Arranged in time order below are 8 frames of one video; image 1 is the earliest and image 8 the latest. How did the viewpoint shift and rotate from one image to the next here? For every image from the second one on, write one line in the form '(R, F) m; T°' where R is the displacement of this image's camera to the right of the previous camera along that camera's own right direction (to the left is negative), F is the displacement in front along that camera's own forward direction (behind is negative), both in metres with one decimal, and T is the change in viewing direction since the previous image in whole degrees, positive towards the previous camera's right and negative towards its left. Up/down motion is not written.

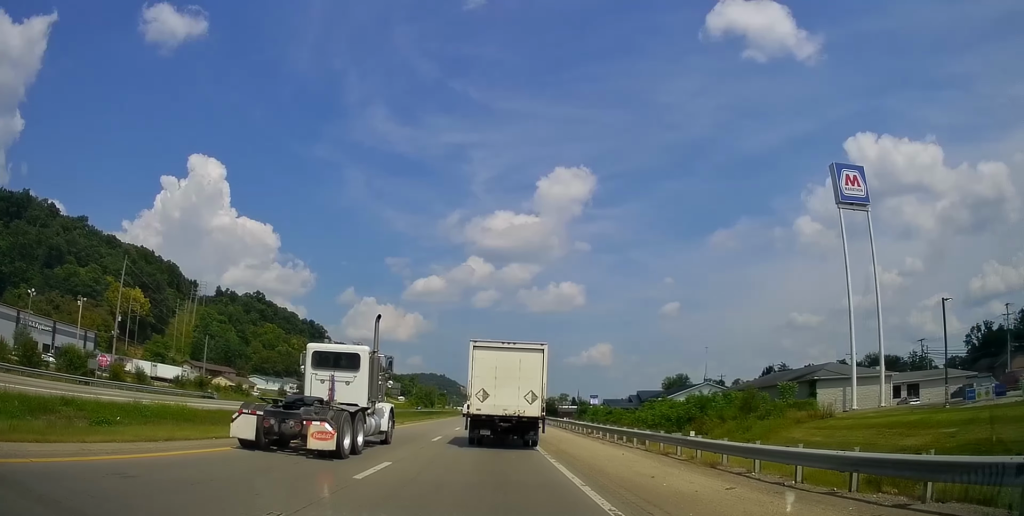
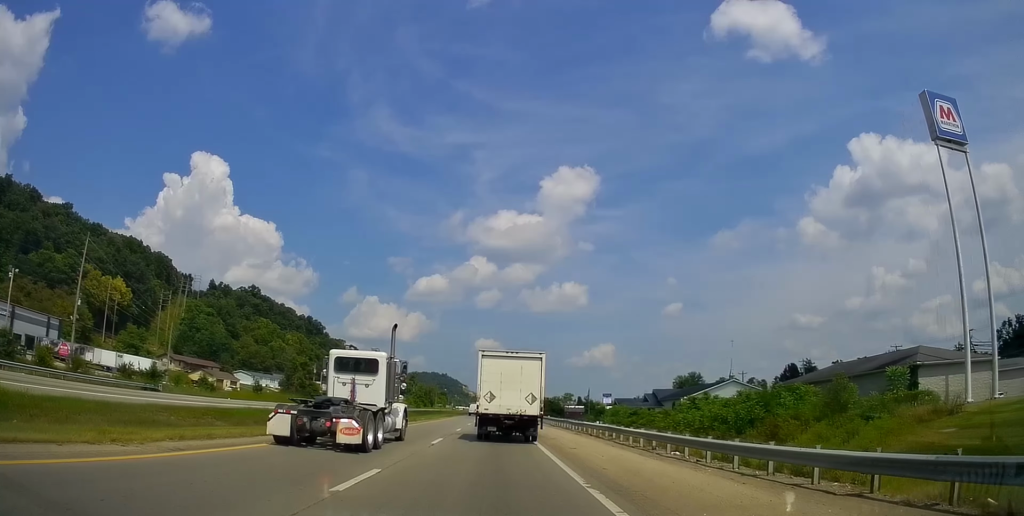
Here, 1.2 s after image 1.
(-0.3, +13.4) m; -3°
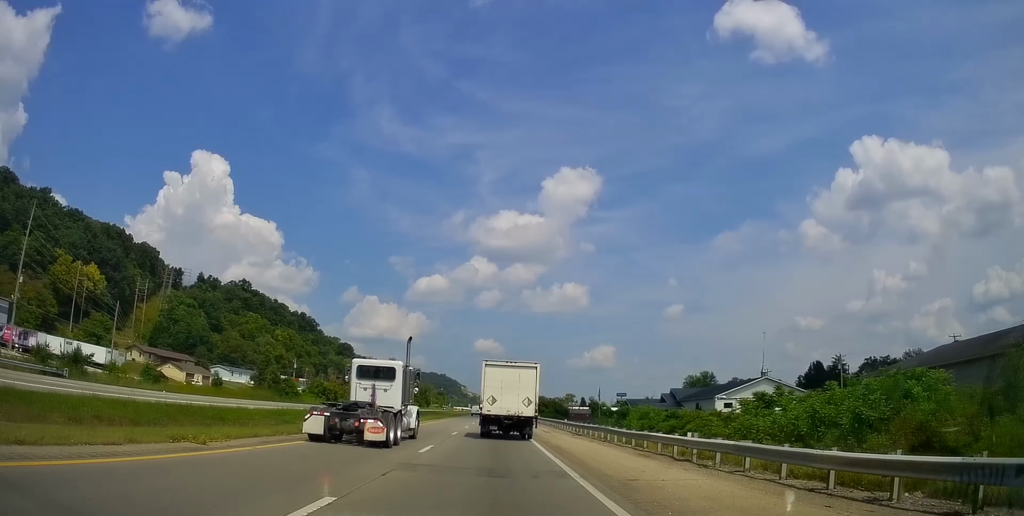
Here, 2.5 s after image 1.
(0.0, +15.3) m; +2°
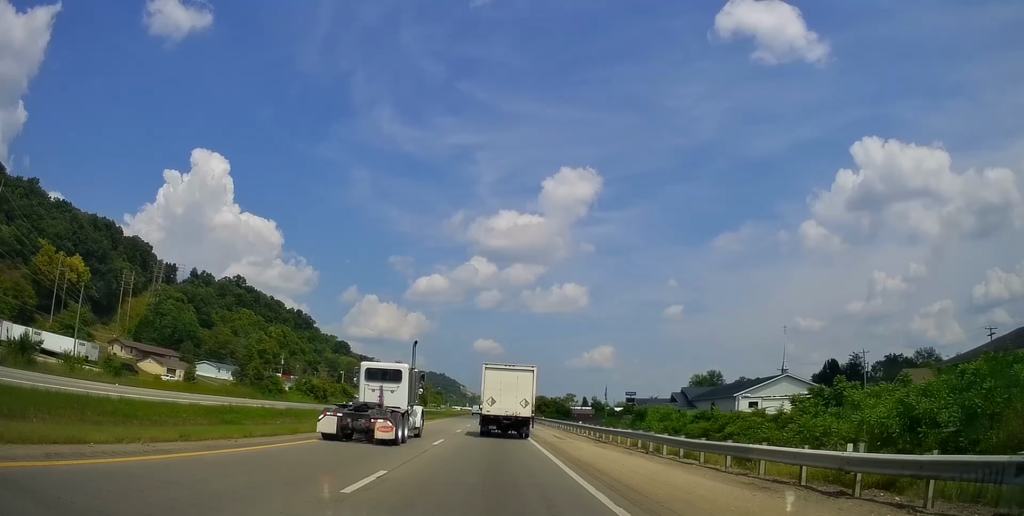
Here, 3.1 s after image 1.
(+0.2, +8.1) m; +1°
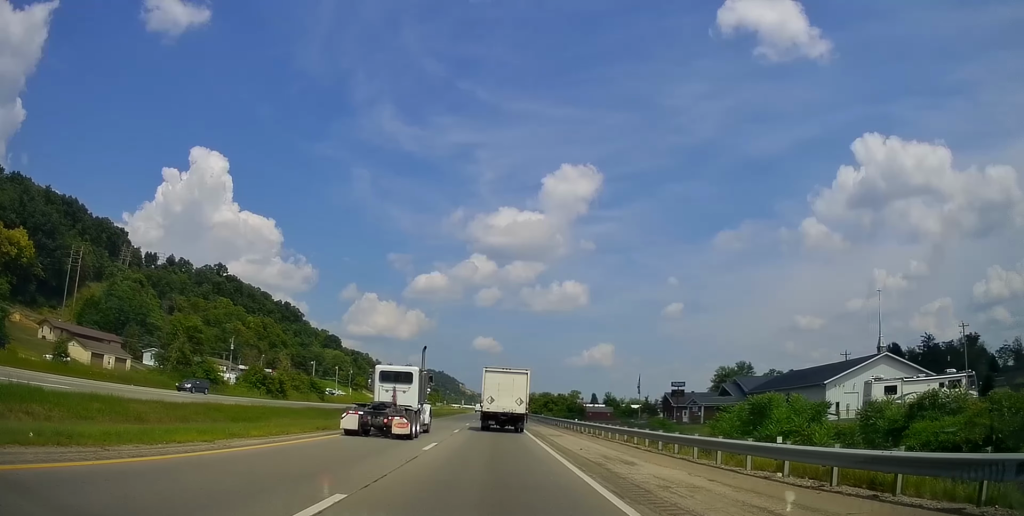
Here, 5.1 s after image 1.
(-0.6, +25.2) m; -2°
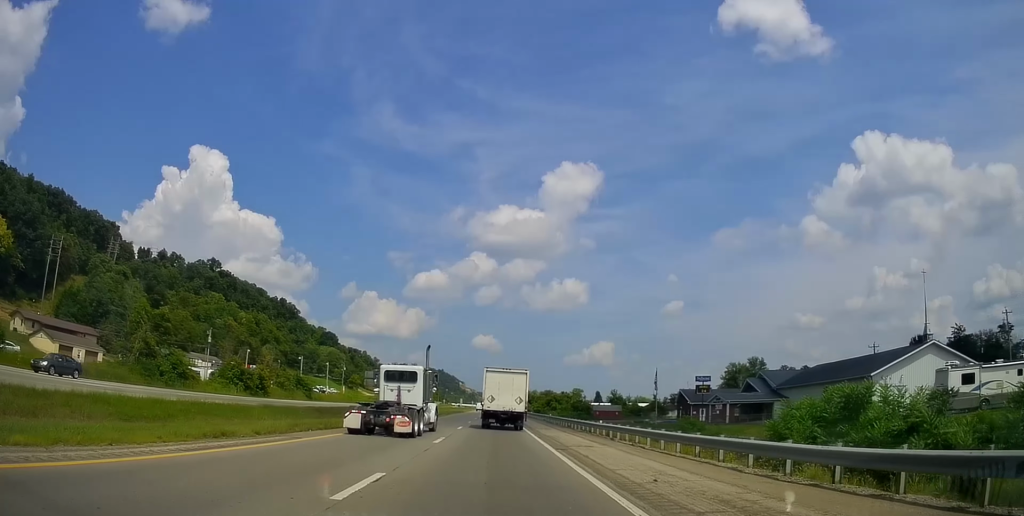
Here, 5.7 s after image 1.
(-0.1, +8.5) m; +1°
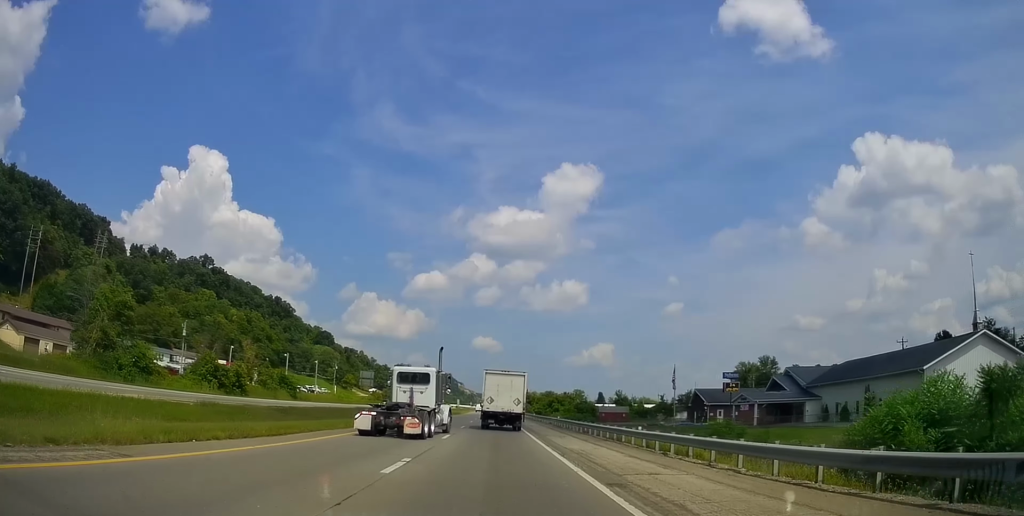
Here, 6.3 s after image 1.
(+0.1, +7.3) m; +1°
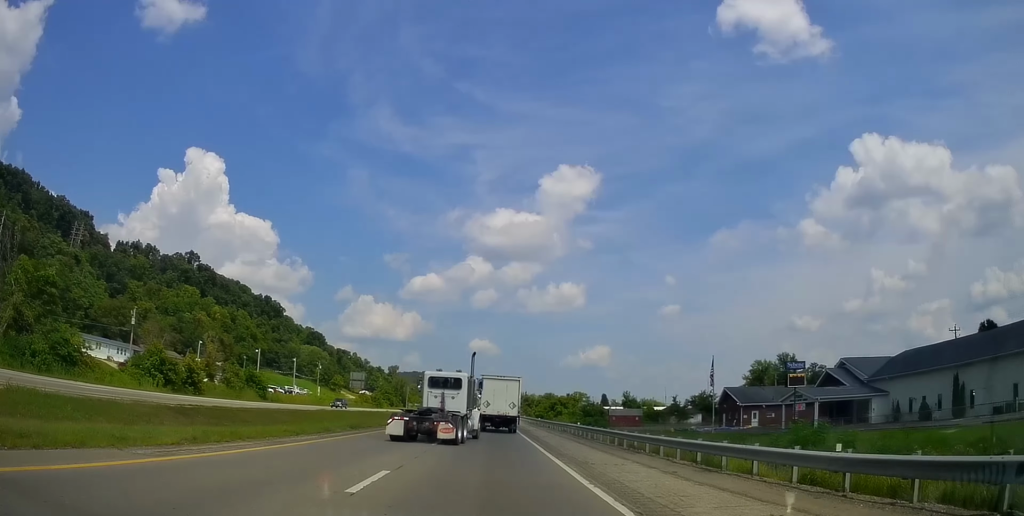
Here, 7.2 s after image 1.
(+0.2, +11.3) m; +1°
